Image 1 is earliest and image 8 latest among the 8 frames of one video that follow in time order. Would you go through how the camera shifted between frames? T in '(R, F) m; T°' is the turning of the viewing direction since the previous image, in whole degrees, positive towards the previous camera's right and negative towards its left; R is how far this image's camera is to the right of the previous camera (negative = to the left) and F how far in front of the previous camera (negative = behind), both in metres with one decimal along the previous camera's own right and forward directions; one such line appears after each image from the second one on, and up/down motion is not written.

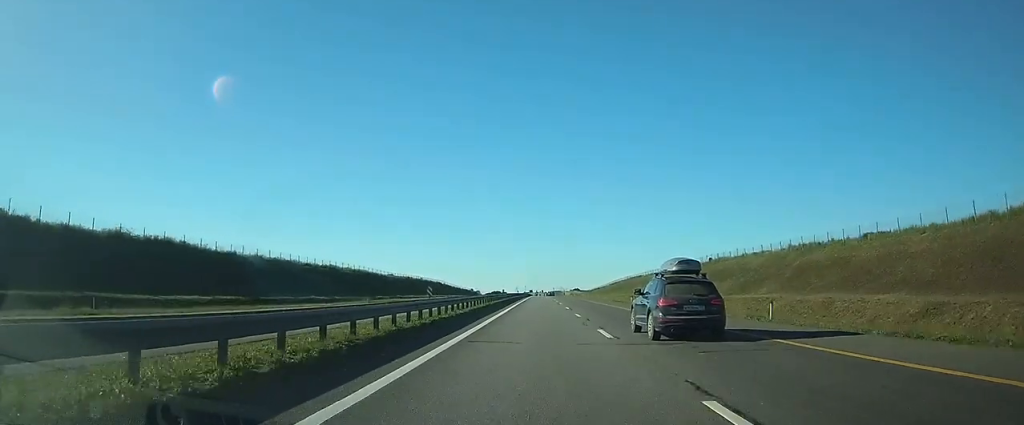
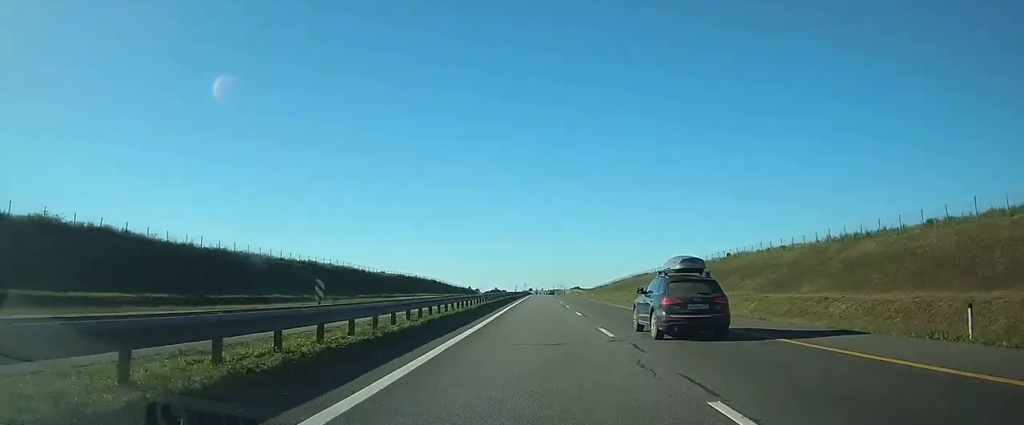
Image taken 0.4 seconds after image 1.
(0.0, +12.1) m; 0°
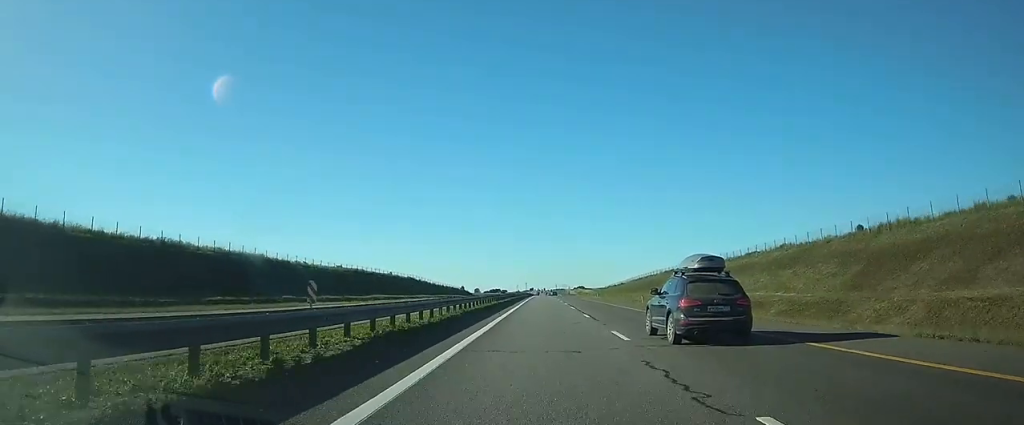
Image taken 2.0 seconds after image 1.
(0.0, +48.8) m; 0°
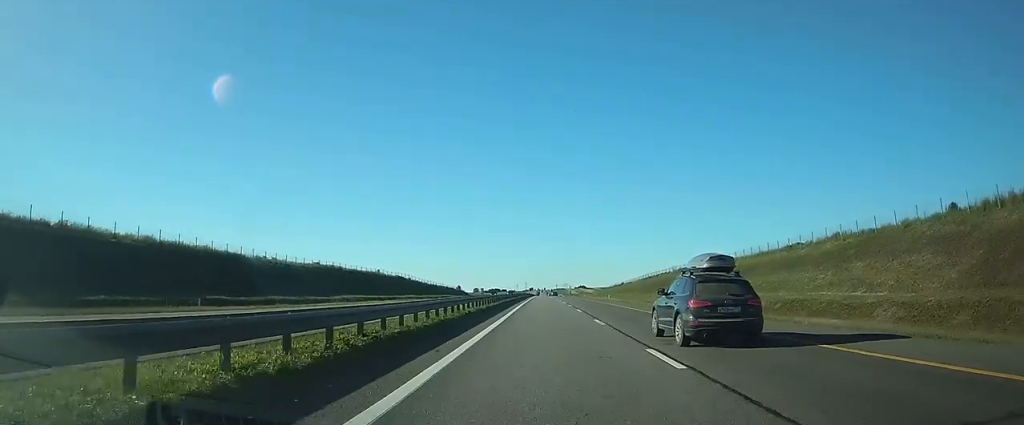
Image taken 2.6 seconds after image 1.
(0.0, +17.4) m; 0°
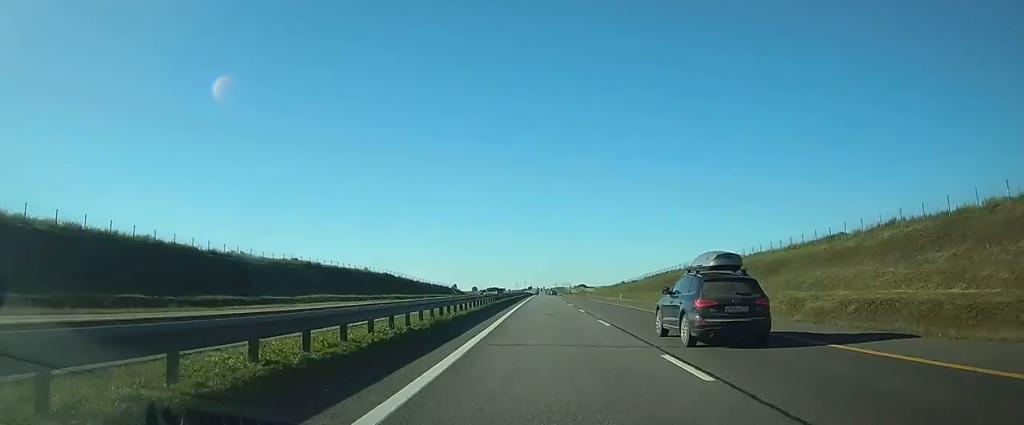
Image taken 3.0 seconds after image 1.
(0.0, +13.4) m; 0°
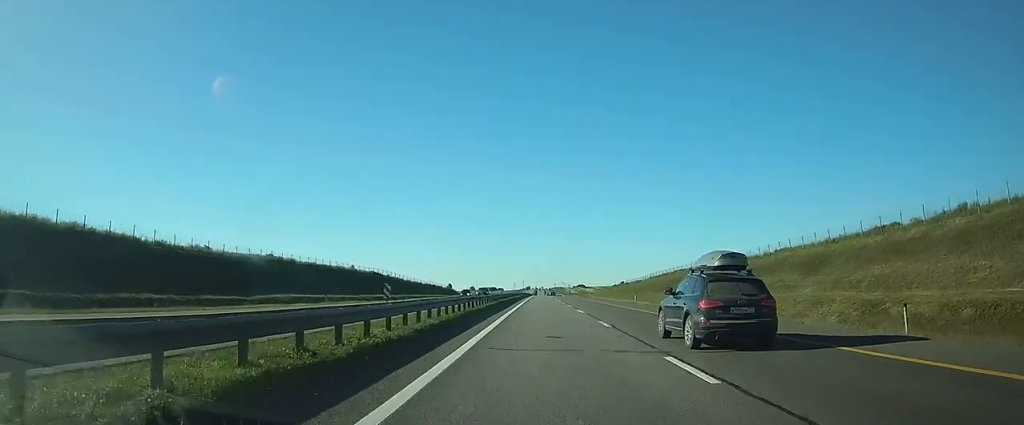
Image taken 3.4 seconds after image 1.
(0.0, +12.4) m; 0°
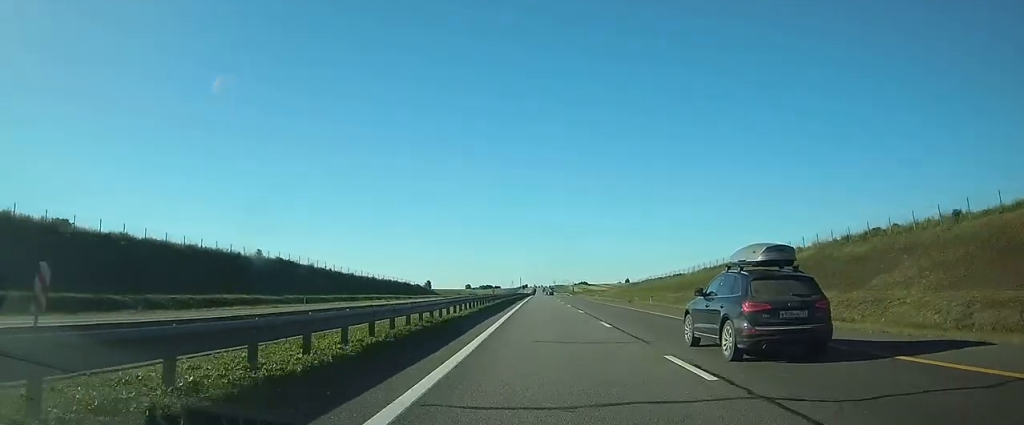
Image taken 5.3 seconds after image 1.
(-0.2, +60.1) m; 0°
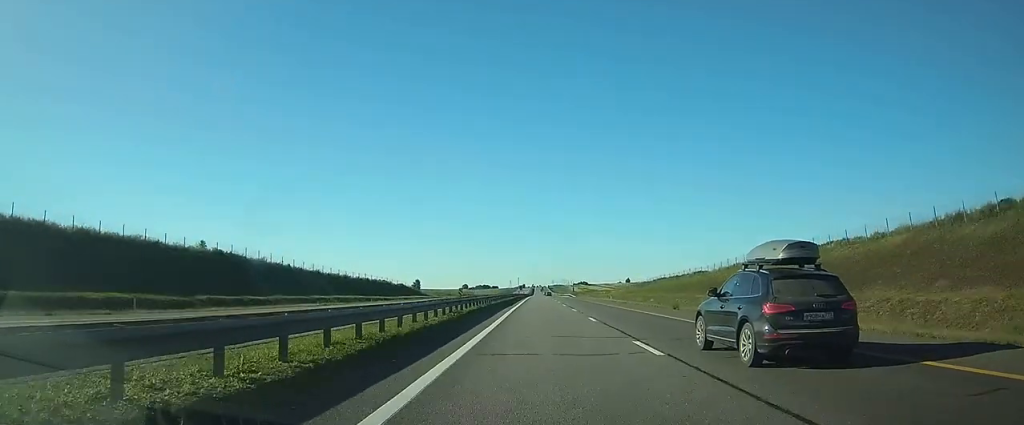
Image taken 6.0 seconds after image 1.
(0.0, +20.8) m; 0°
